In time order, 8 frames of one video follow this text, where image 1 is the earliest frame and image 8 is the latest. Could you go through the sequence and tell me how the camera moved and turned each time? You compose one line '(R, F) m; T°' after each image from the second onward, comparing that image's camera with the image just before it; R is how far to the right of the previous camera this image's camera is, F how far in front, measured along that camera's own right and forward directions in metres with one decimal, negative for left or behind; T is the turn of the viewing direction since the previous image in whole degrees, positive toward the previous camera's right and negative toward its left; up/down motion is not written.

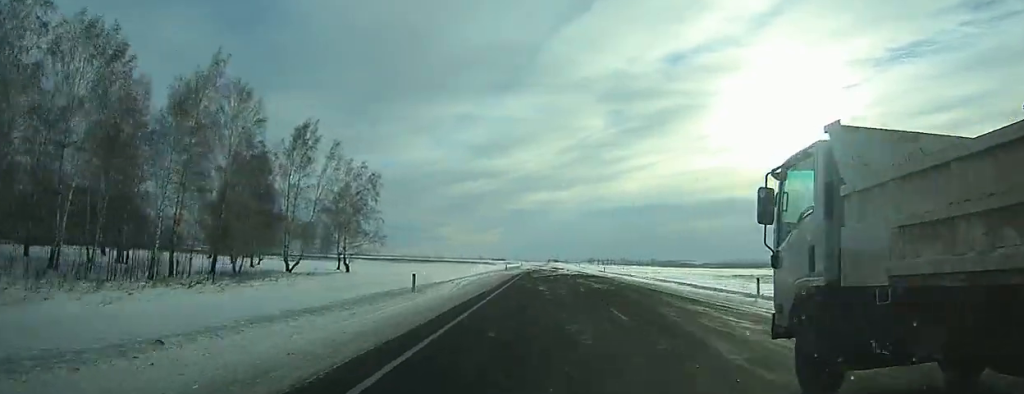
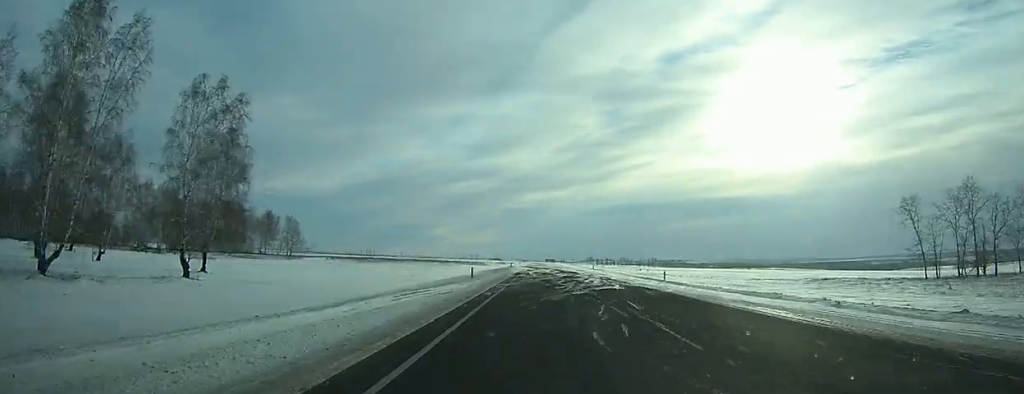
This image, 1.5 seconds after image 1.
(+0.2, +32.5) m; +1°
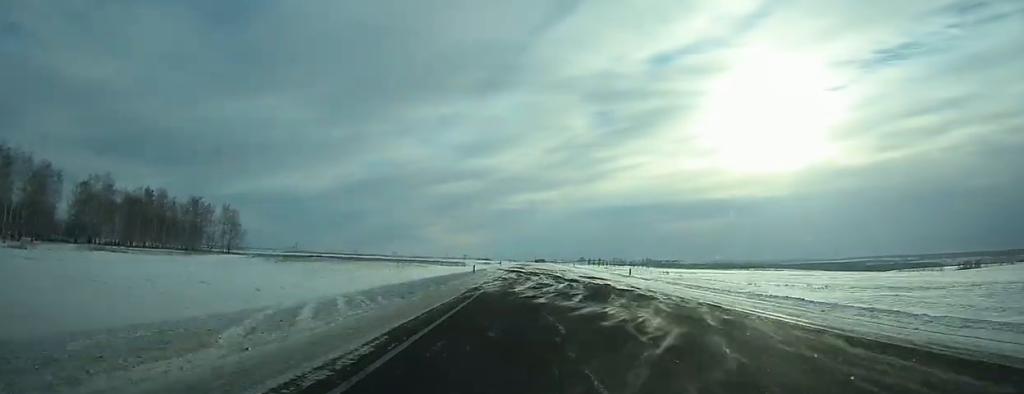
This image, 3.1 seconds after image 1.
(+0.3, +37.8) m; +1°
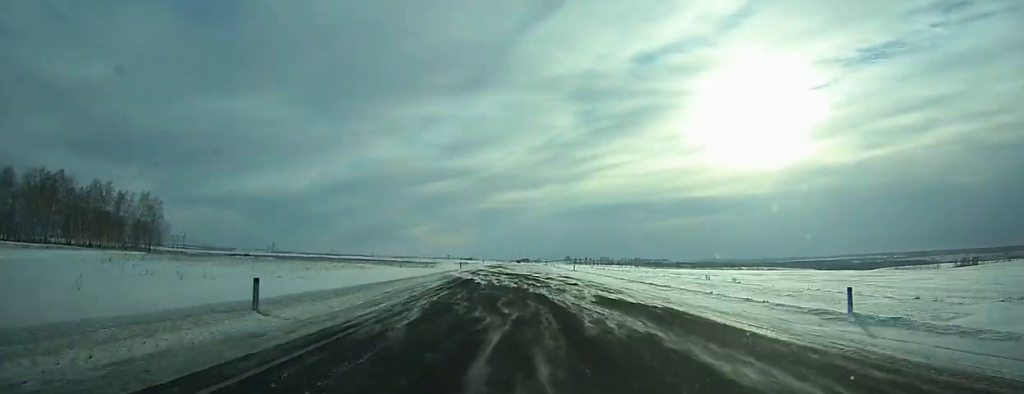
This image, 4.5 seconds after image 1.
(+0.2, +32.4) m; +1°
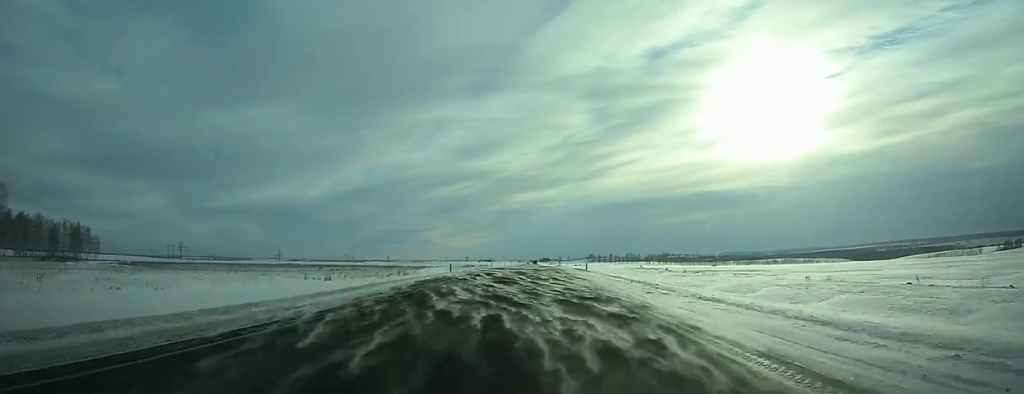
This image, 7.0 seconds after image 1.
(+0.2, +58.5) m; 0°
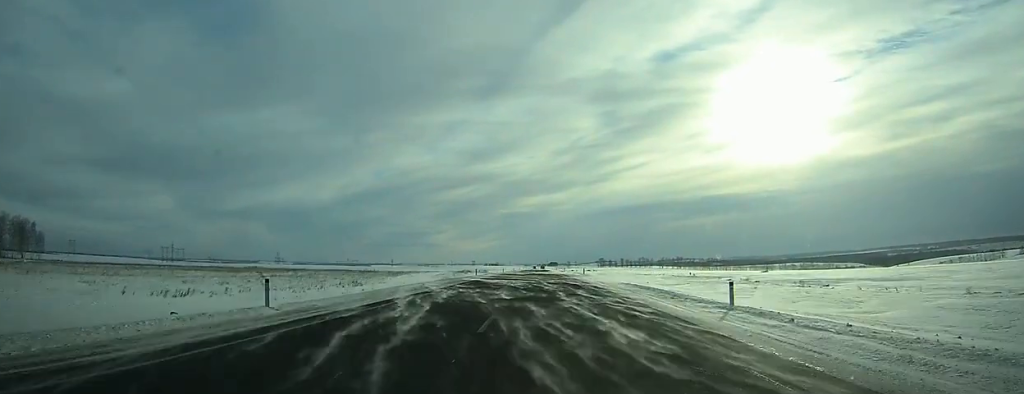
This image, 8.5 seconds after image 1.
(-0.1, +36.8) m; -1°
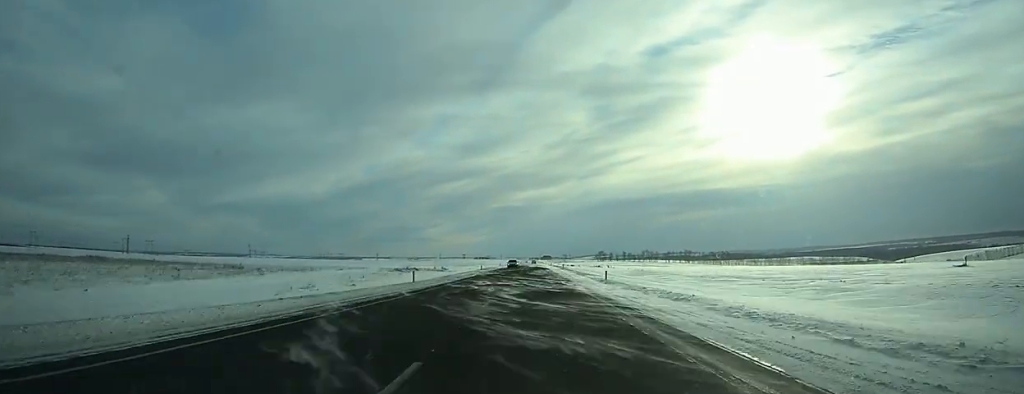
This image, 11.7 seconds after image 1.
(-0.5, +77.6) m; 0°
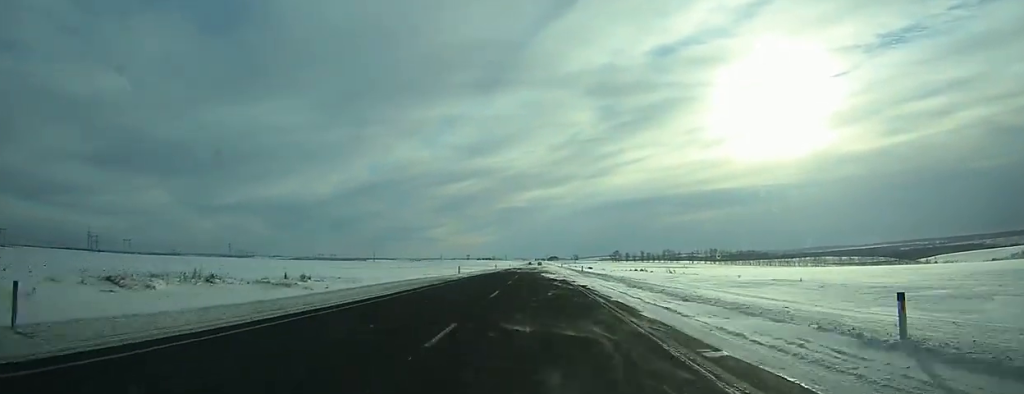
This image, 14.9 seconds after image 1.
(-0.1, +79.6) m; 0°
